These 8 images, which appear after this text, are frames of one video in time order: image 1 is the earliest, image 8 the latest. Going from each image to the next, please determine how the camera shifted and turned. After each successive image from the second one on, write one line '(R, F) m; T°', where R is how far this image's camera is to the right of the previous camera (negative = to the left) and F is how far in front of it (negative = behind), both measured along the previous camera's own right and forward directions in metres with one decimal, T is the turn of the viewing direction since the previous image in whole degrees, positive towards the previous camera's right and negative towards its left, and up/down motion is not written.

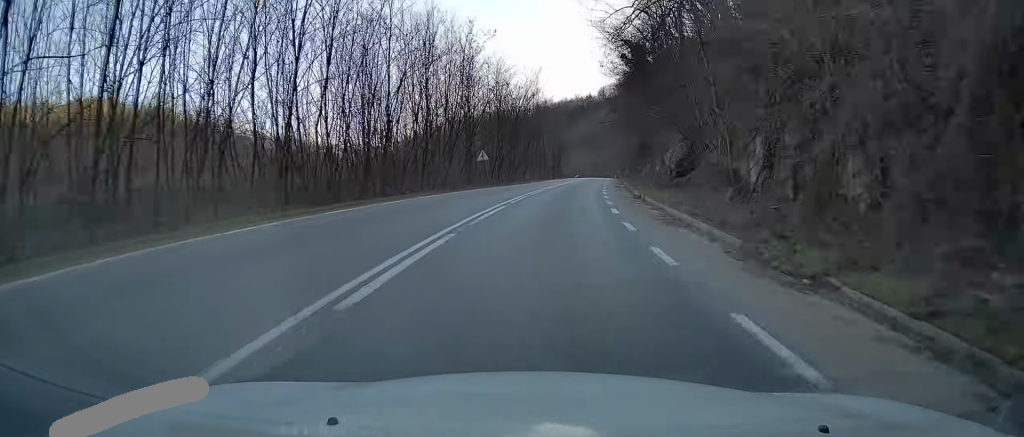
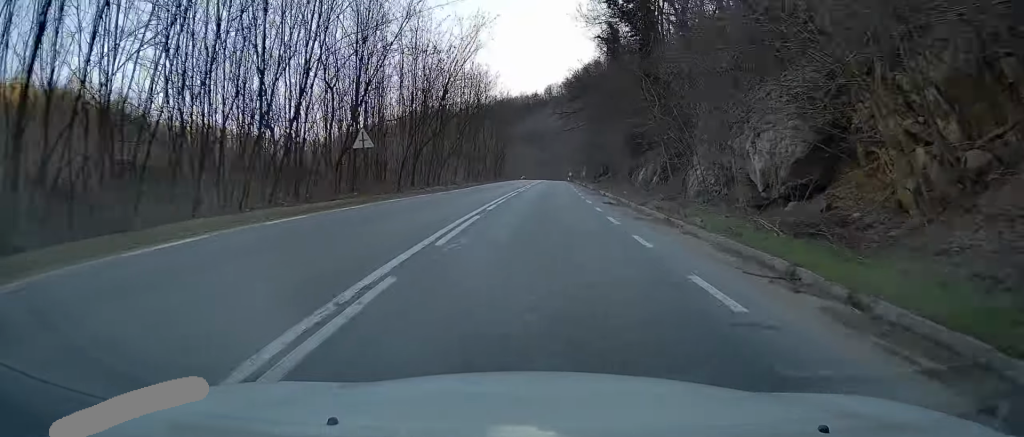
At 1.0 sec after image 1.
(+1.1, +22.8) m; +4°
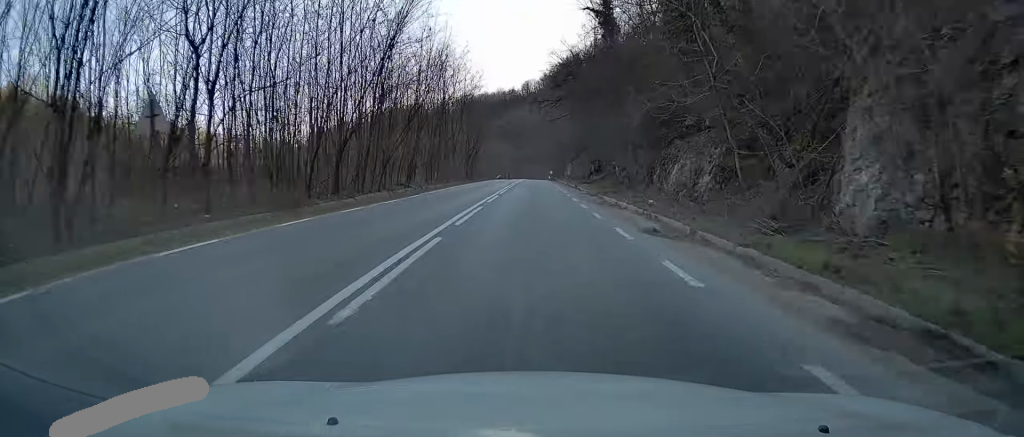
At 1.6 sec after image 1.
(+0.3, +13.8) m; +1°
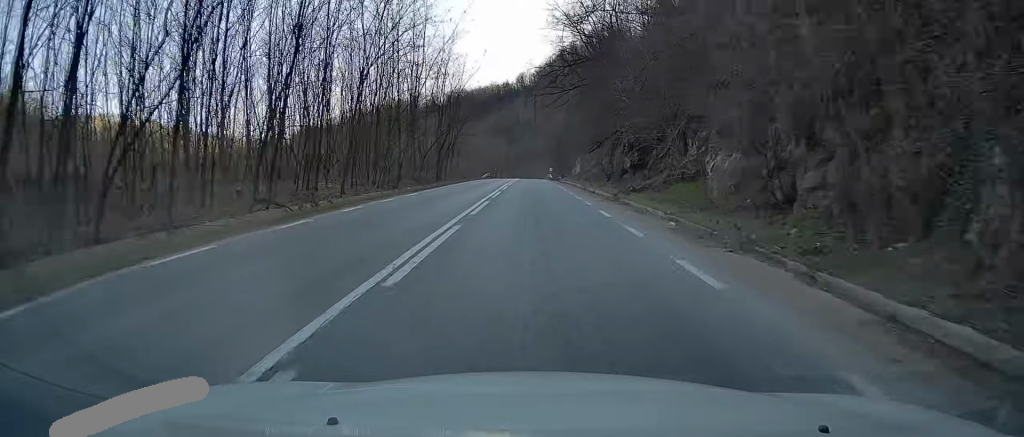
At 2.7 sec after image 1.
(-0.1, +25.1) m; -1°
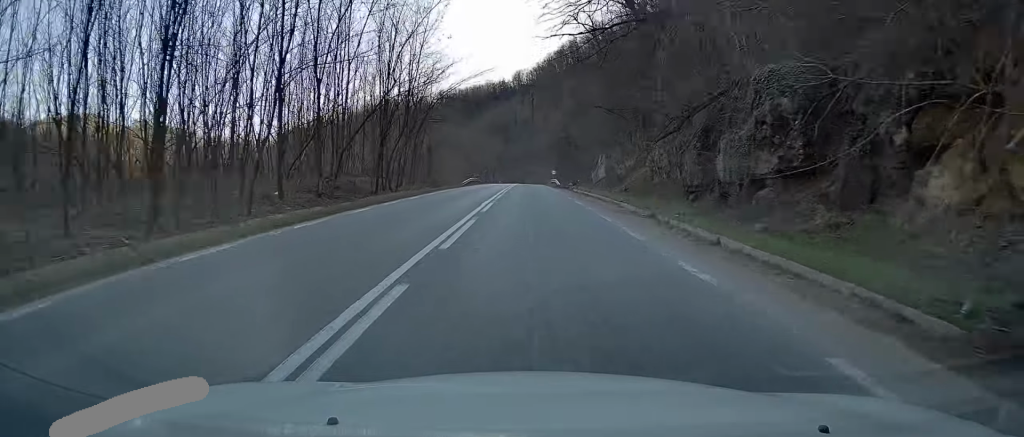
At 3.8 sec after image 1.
(-0.3, +24.1) m; -1°
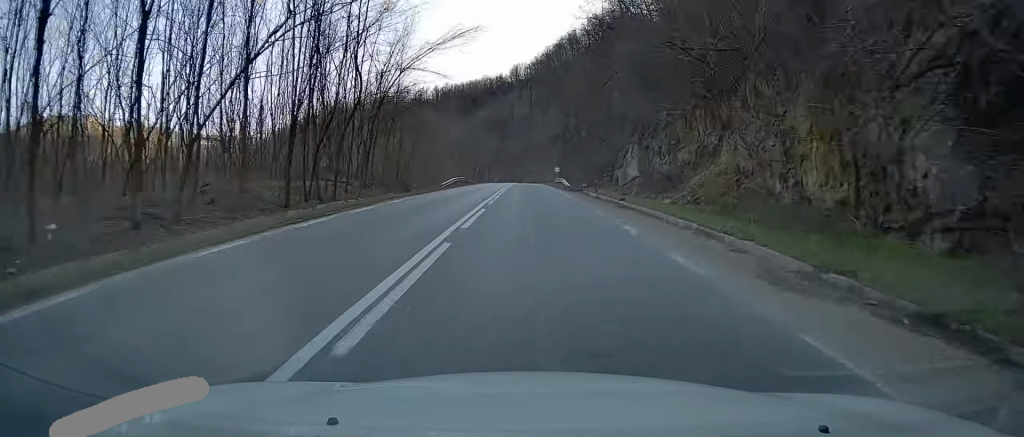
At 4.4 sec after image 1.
(-0.1, +14.2) m; 0°
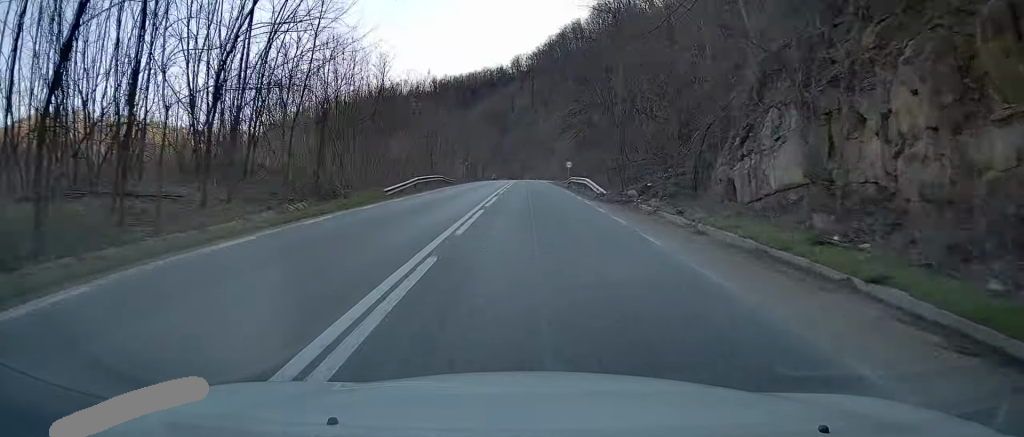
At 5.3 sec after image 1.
(+0.1, +19.5) m; 0°
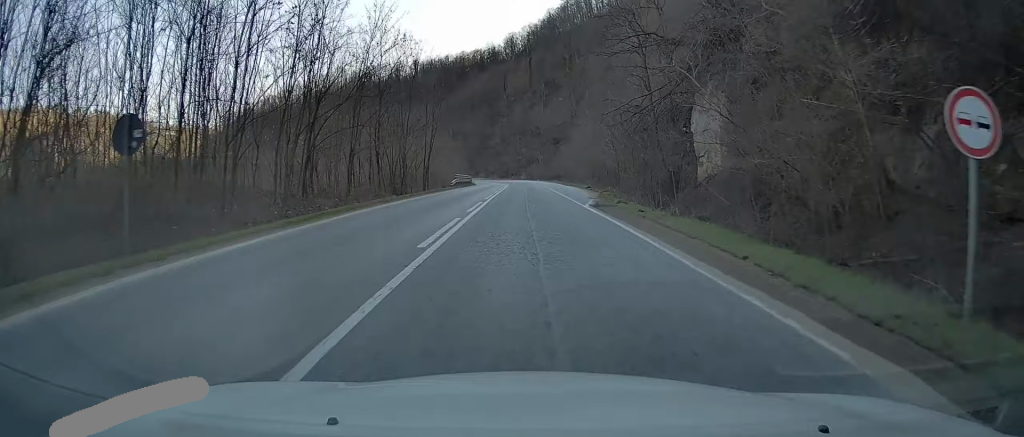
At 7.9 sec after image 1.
(+0.3, +58.9) m; 0°
